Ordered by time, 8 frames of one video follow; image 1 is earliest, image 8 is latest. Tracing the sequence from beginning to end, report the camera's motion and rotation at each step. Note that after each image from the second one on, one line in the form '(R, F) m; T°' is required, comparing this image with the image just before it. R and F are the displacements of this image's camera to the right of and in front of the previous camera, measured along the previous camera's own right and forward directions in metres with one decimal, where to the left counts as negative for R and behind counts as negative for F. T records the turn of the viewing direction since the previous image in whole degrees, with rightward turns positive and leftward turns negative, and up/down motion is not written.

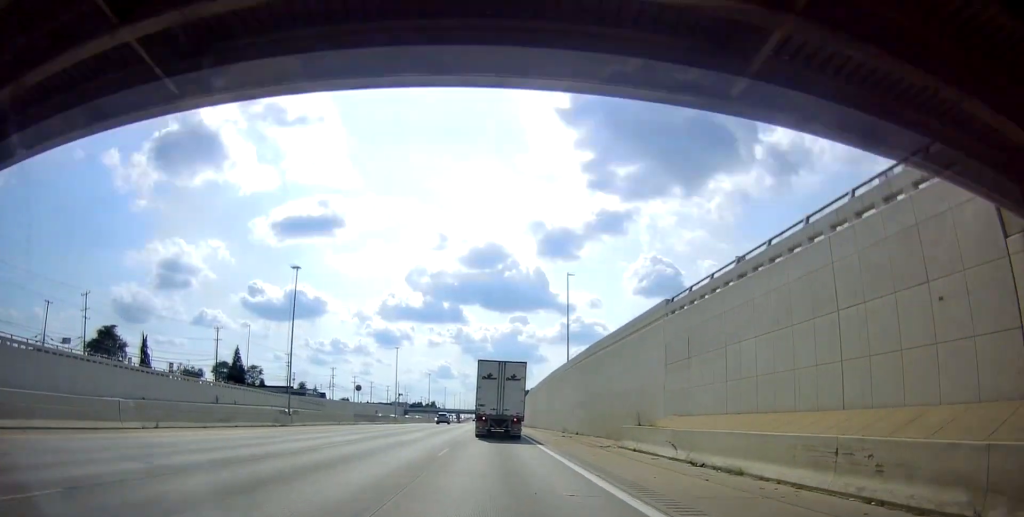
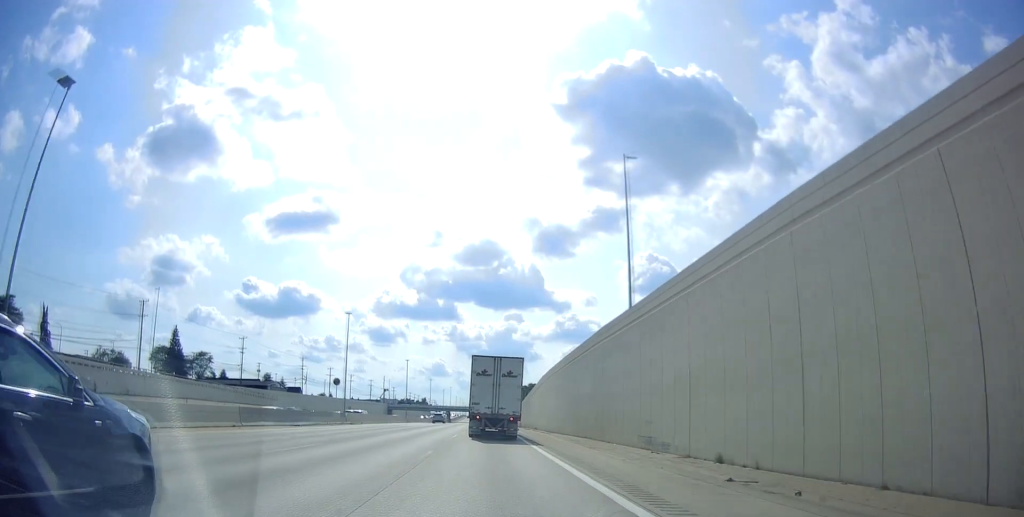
(0.0, +32.8) m; 0°
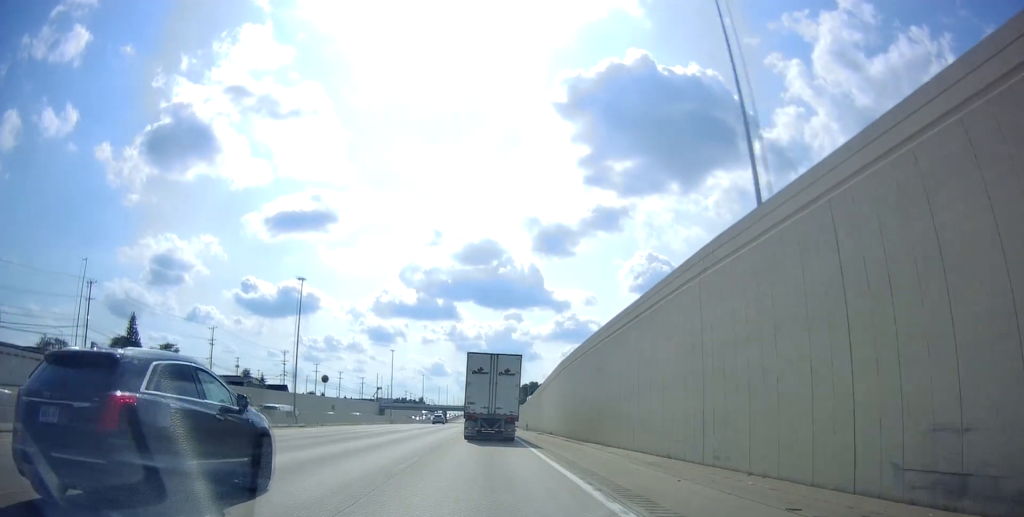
(0.0, +18.3) m; 0°
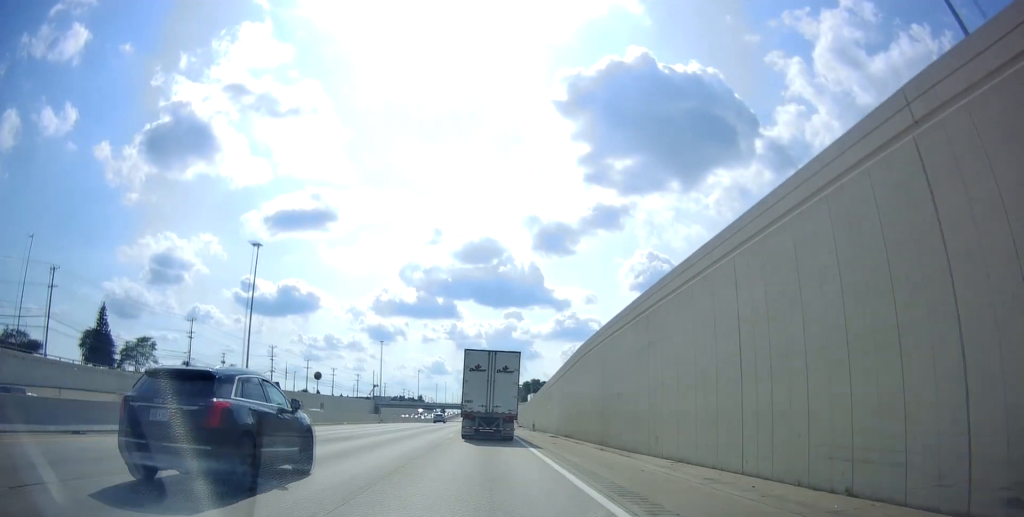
(-0.1, +11.1) m; +1°
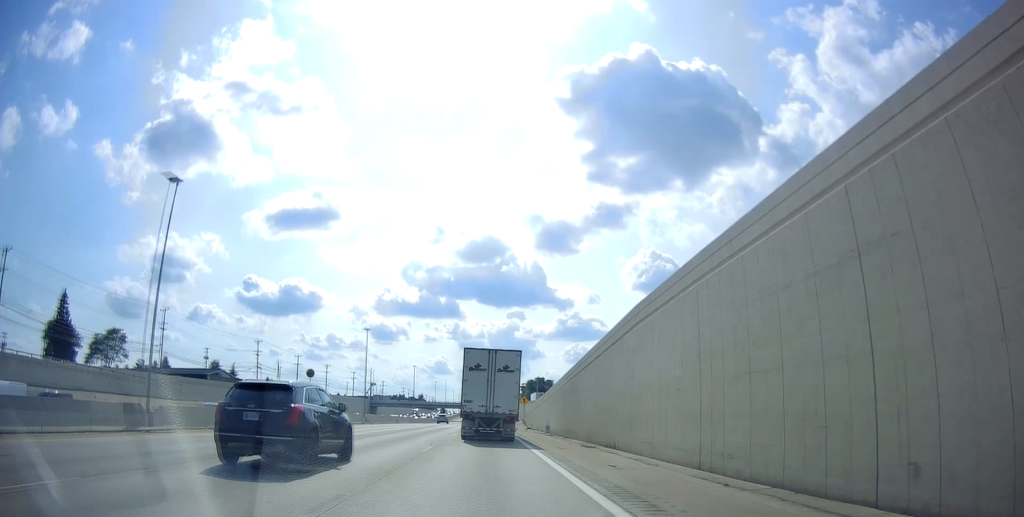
(+0.1, +13.4) m; 0°
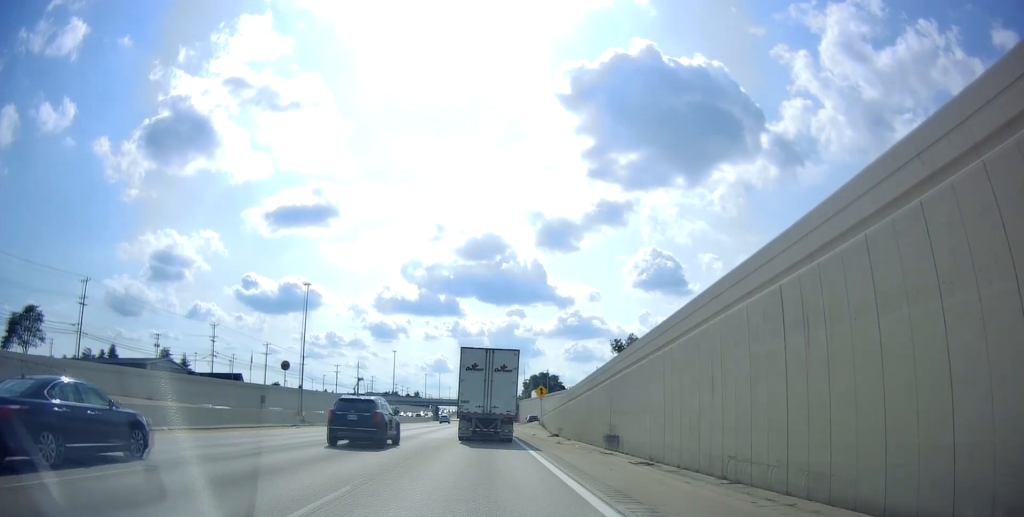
(+0.2, +28.4) m; -1°
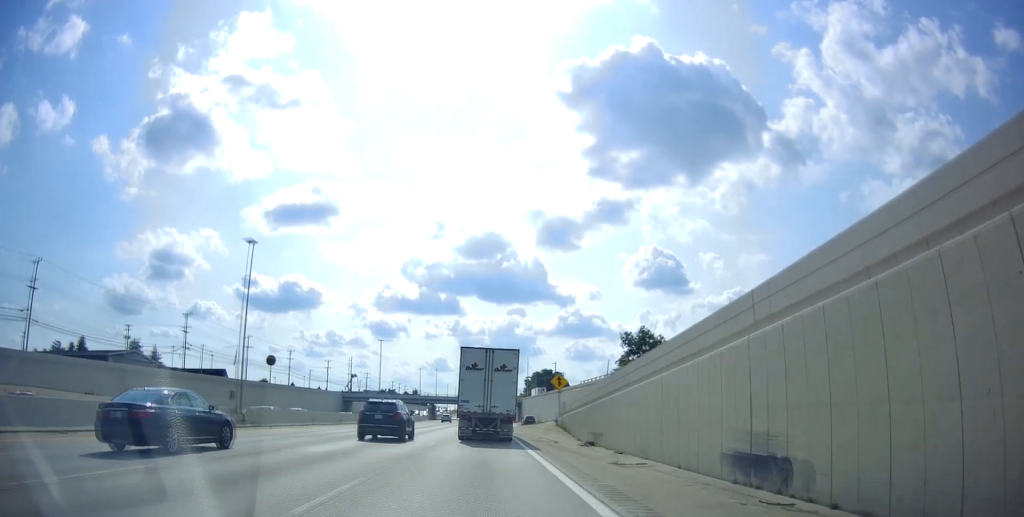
(-0.1, +14.3) m; -2°
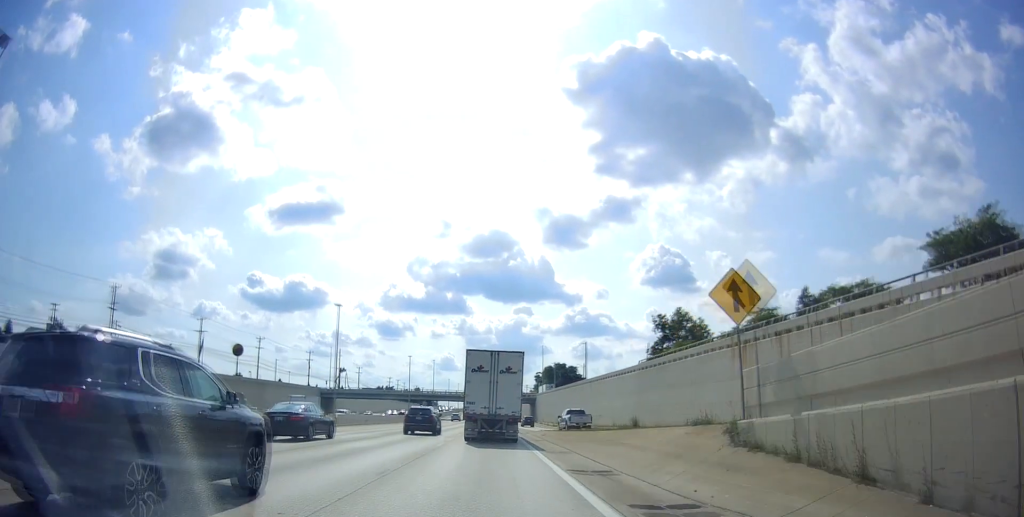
(-0.7, +30.2) m; -1°
